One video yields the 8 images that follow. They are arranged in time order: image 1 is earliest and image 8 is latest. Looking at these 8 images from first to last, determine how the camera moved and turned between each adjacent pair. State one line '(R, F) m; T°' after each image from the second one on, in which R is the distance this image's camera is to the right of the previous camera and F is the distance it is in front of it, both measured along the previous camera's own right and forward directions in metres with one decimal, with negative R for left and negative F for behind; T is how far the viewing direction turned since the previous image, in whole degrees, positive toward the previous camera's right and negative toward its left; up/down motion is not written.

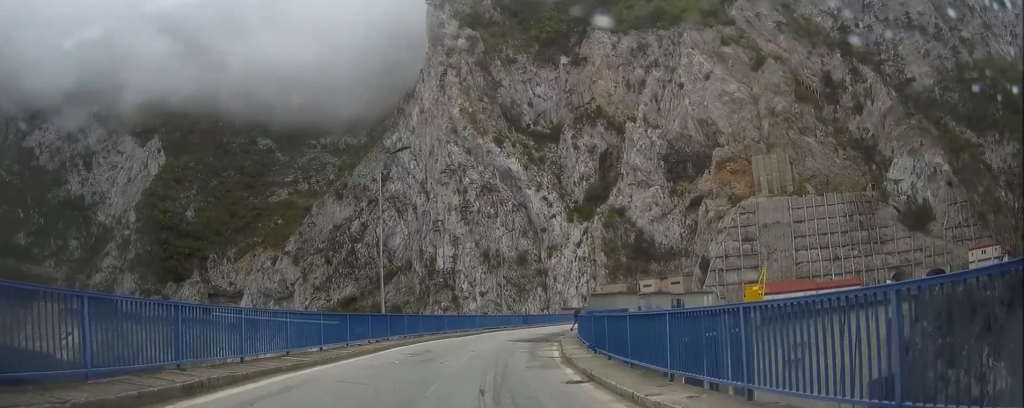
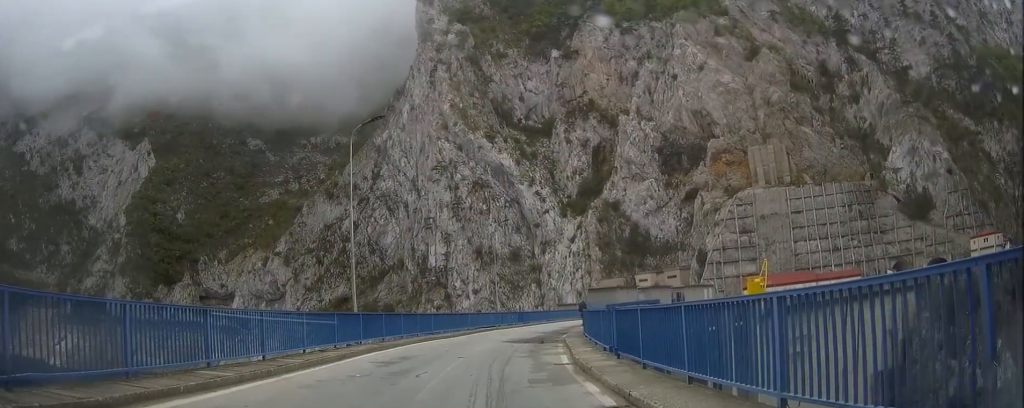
(-0.2, +4.5) m; -2°
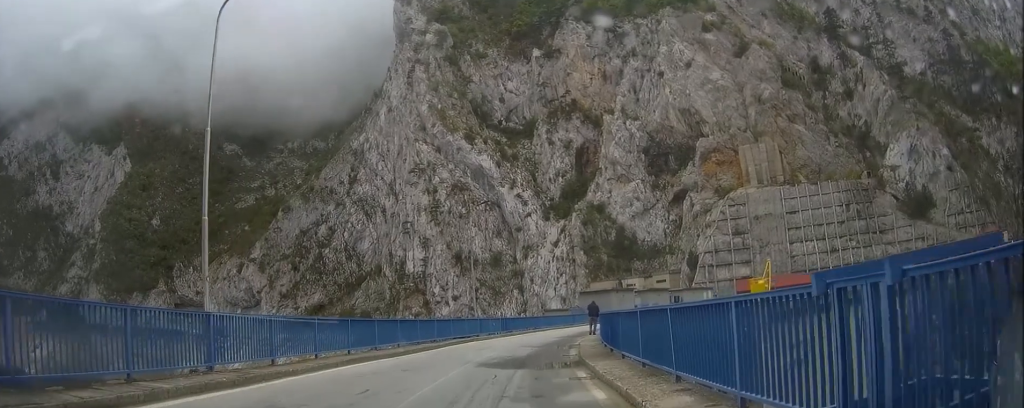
(-0.3, +11.4) m; -2°
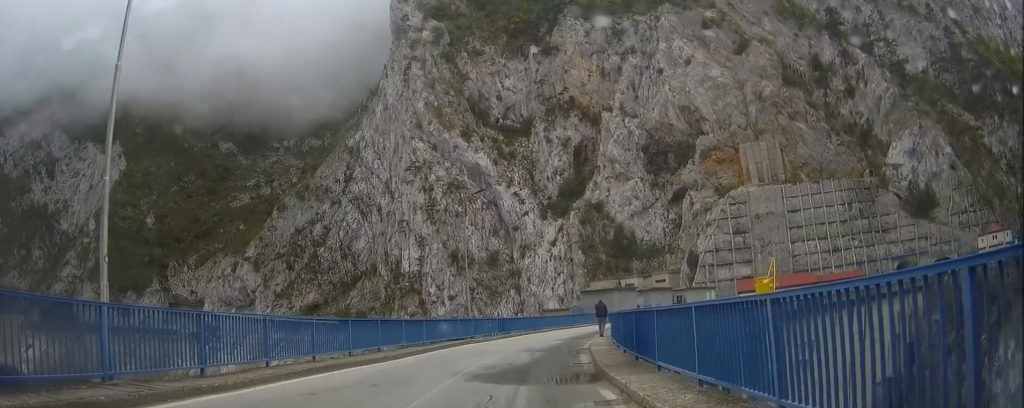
(-0.2, +3.7) m; +2°
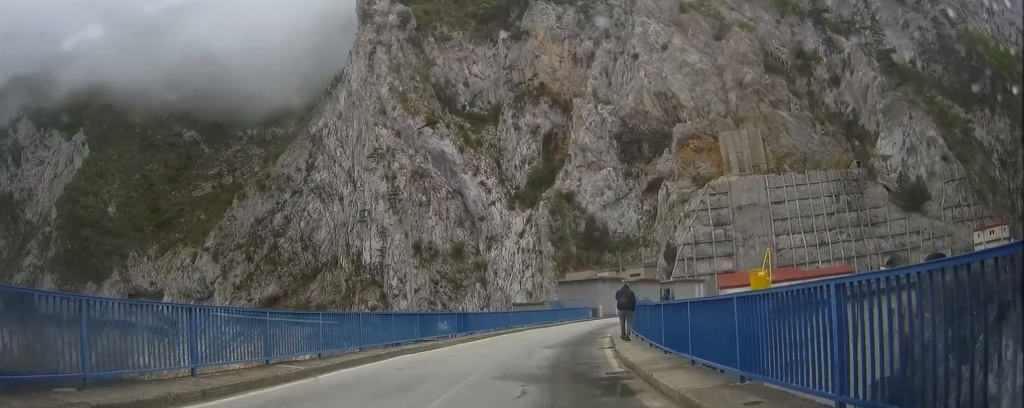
(+0.7, +12.0) m; +5°
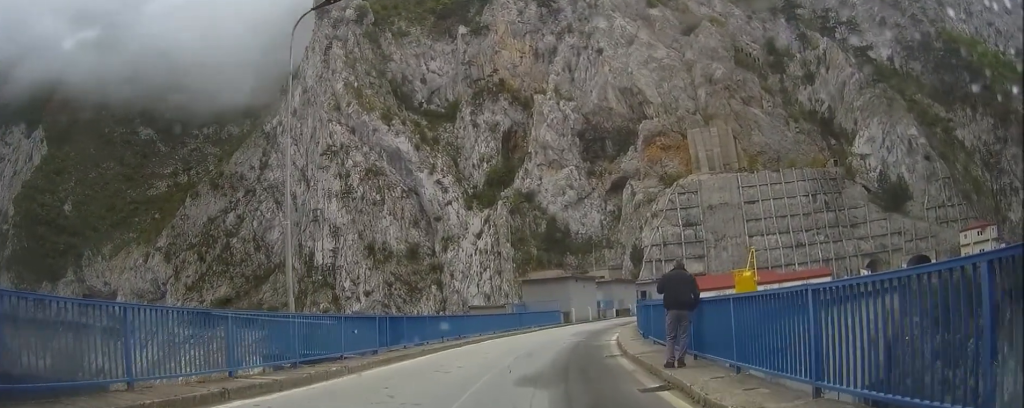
(+0.6, +10.7) m; +7°
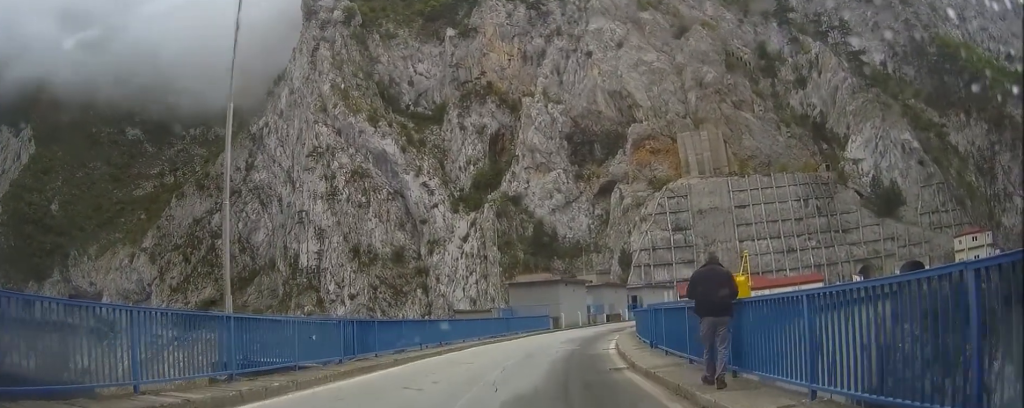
(0.0, +2.9) m; +2°
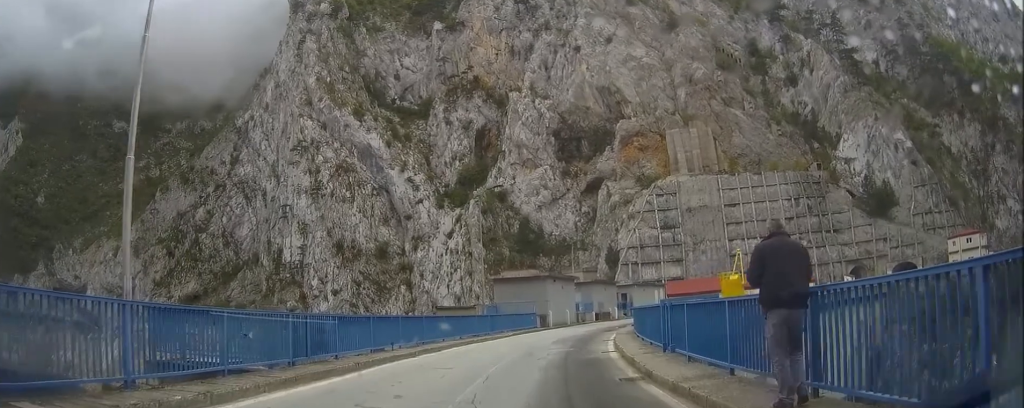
(+0.1, +3.2) m; +2°
